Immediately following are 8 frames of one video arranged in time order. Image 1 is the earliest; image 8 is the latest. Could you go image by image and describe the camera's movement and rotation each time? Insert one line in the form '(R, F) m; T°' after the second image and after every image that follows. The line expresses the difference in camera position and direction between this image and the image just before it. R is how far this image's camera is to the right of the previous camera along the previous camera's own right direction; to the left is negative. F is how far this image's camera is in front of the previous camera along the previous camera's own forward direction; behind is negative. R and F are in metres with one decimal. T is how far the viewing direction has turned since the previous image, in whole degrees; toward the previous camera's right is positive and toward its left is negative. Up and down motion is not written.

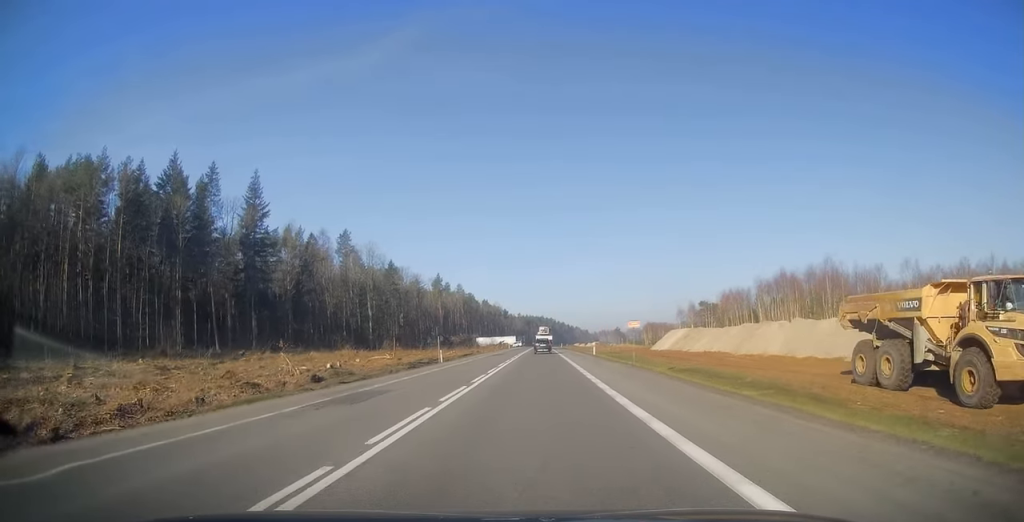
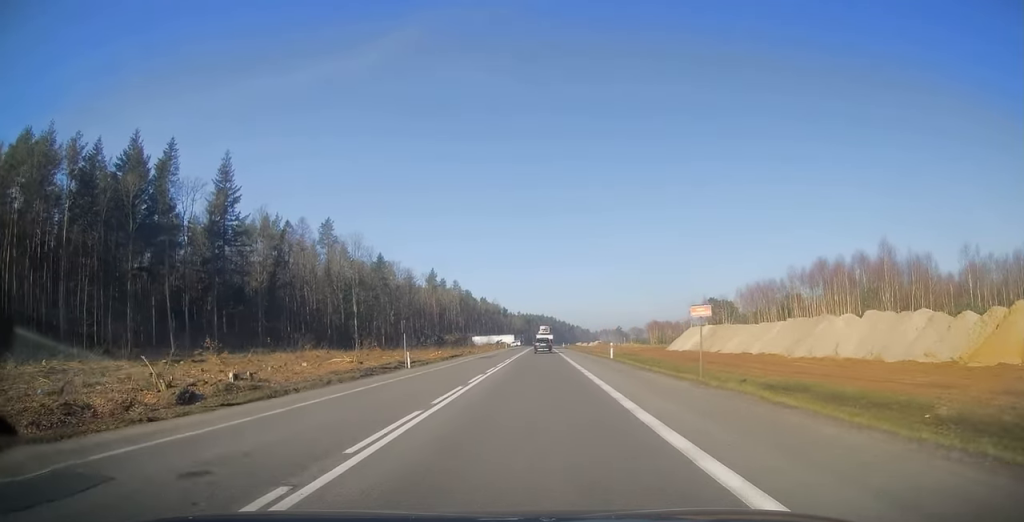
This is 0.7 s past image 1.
(0.0, +12.9) m; 0°
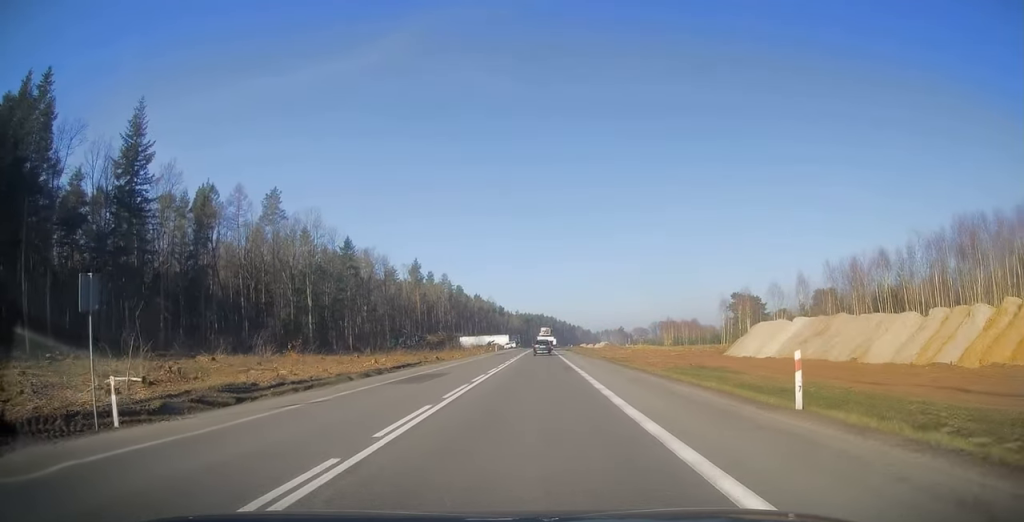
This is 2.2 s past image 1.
(+0.5, +28.9) m; +1°
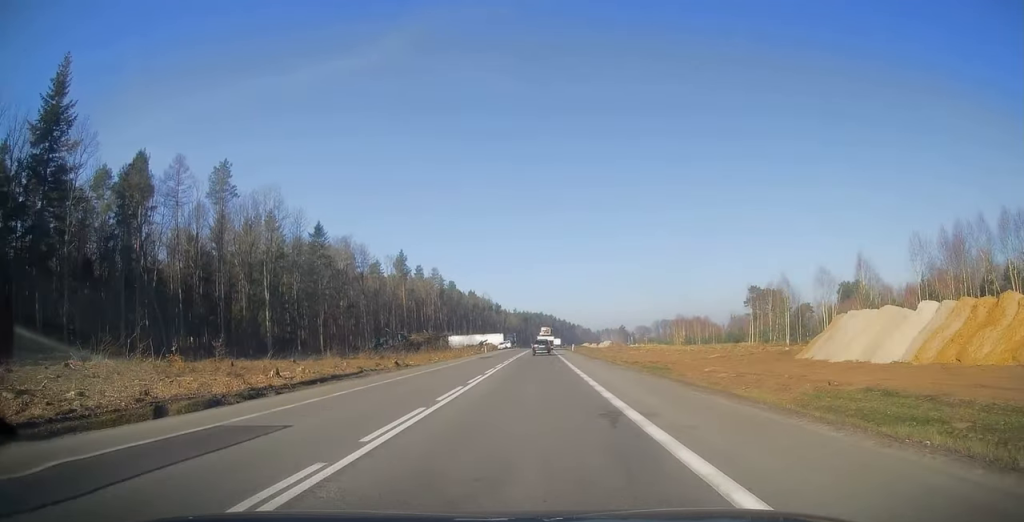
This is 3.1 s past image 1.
(-0.2, +18.6) m; -1°
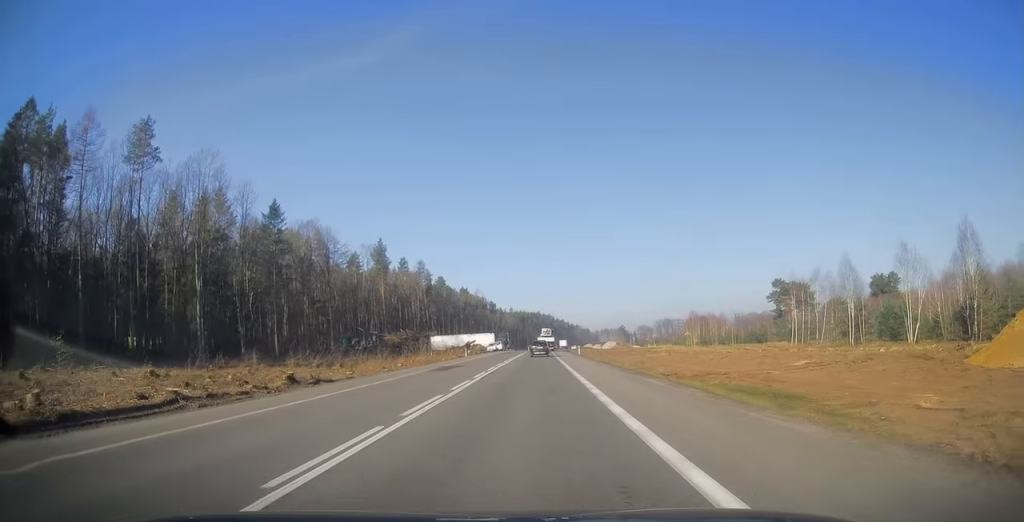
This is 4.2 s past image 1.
(-0.1, +21.1) m; 0°
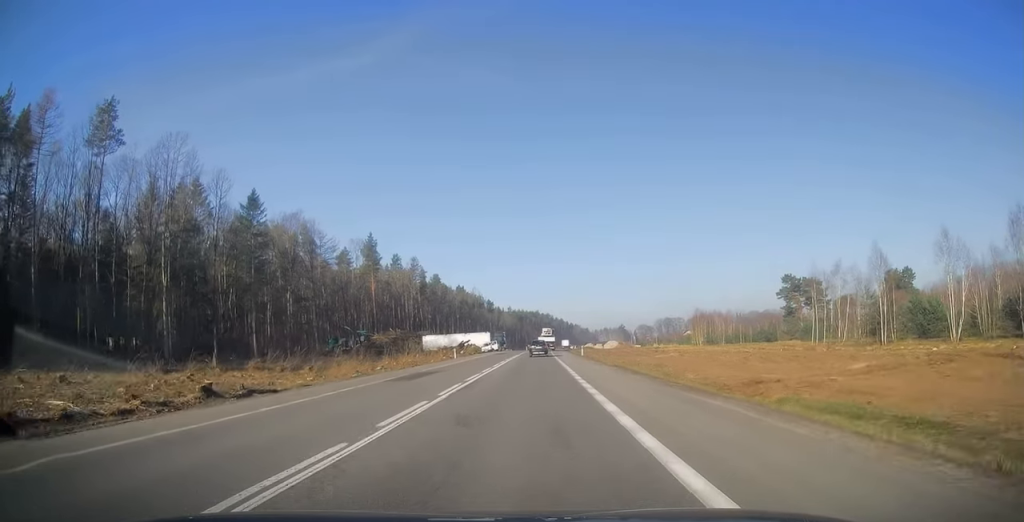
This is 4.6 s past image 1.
(0.0, +7.8) m; 0°
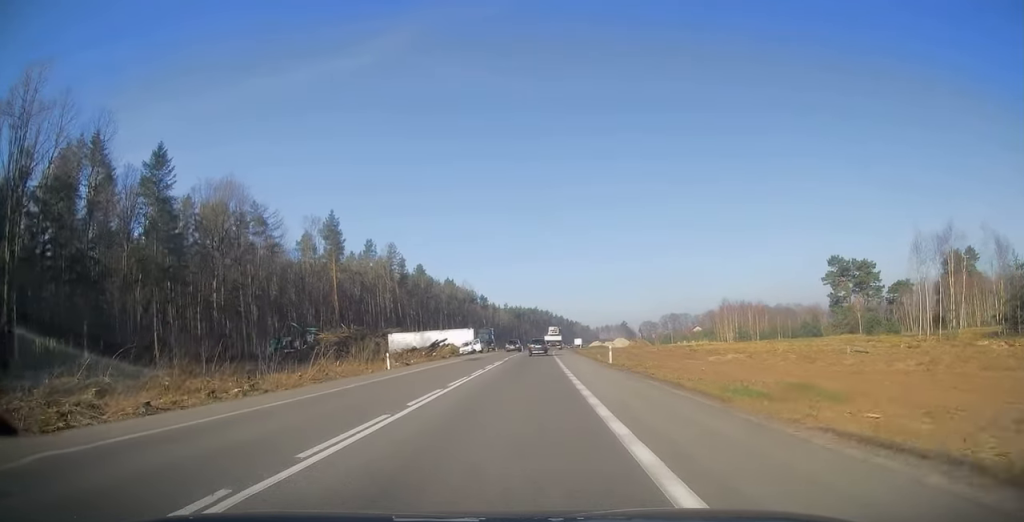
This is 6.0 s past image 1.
(0.0, +27.1) m; +1°
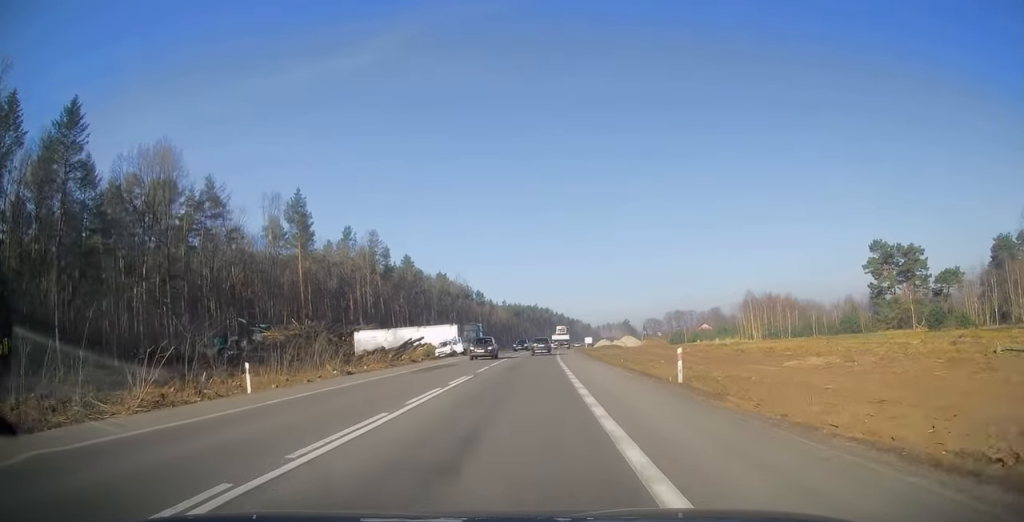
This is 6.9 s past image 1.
(+0.2, +18.0) m; +1°
